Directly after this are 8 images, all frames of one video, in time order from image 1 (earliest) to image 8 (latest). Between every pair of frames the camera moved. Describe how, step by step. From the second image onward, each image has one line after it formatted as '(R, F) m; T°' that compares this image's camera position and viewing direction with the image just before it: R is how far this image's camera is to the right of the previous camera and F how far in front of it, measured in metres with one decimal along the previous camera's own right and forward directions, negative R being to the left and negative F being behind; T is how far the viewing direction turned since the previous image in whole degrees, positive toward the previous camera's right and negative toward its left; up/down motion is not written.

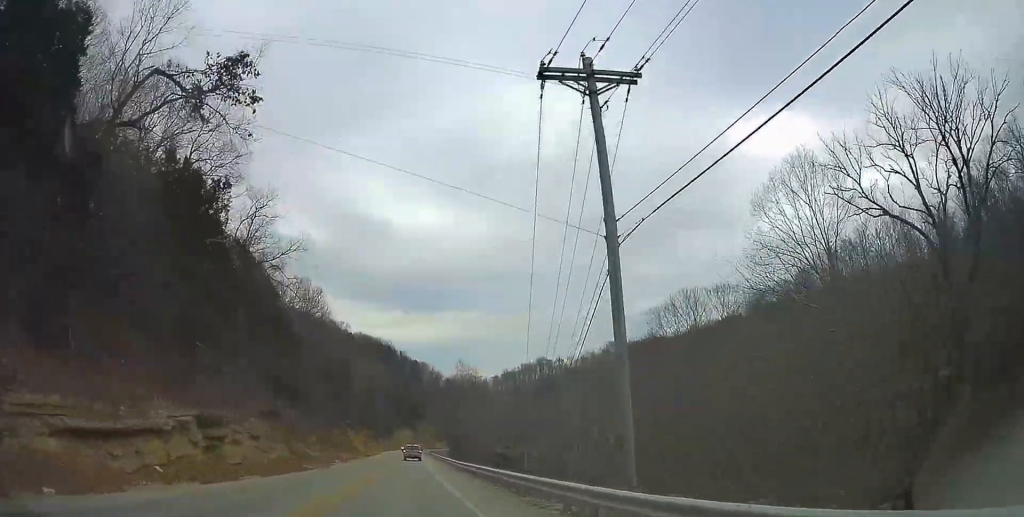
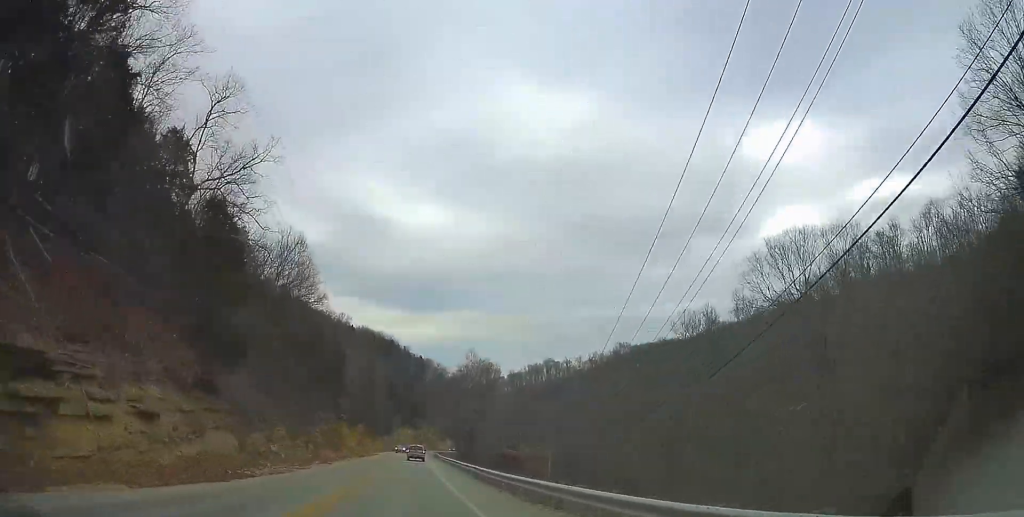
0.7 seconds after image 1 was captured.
(-0.1, +16.0) m; 0°
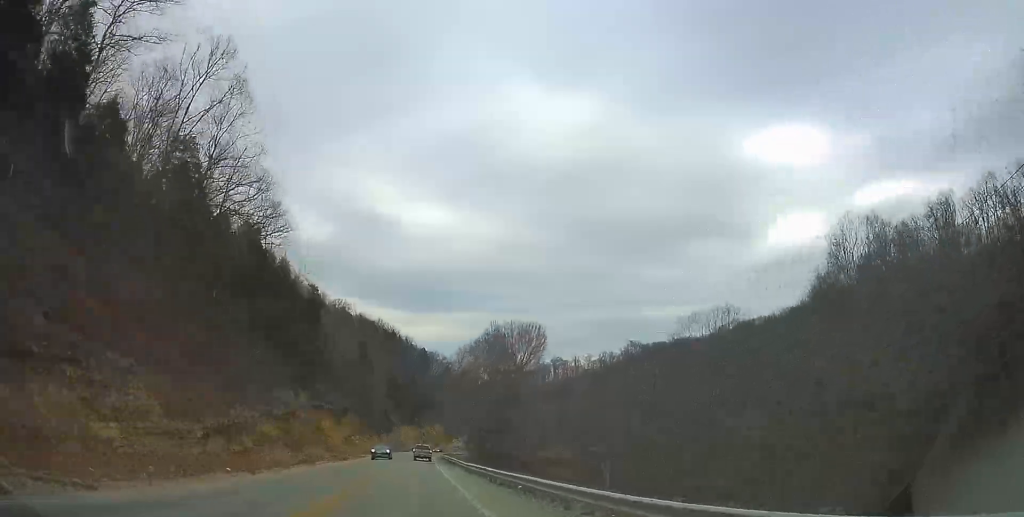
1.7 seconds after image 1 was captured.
(0.0, +26.1) m; +1°
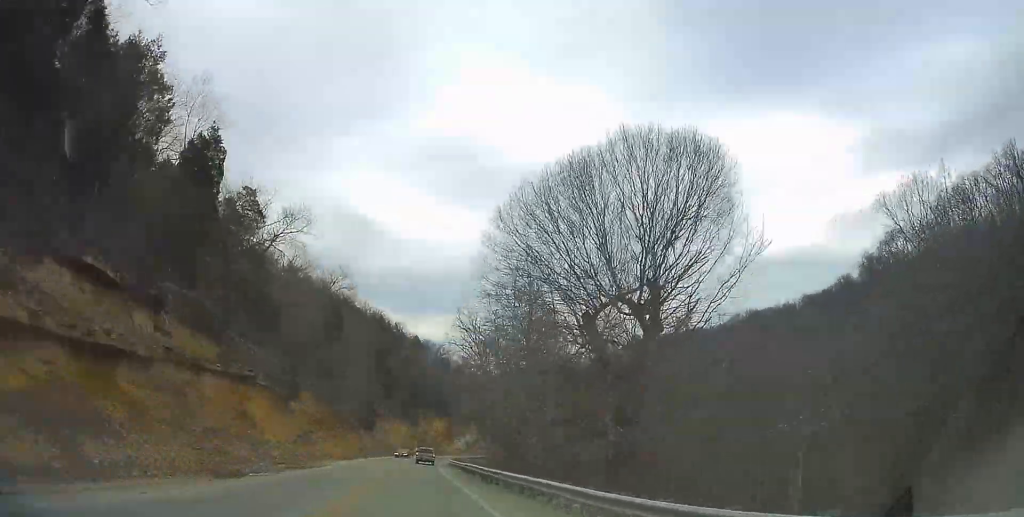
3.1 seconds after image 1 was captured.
(+0.7, +33.5) m; +1°
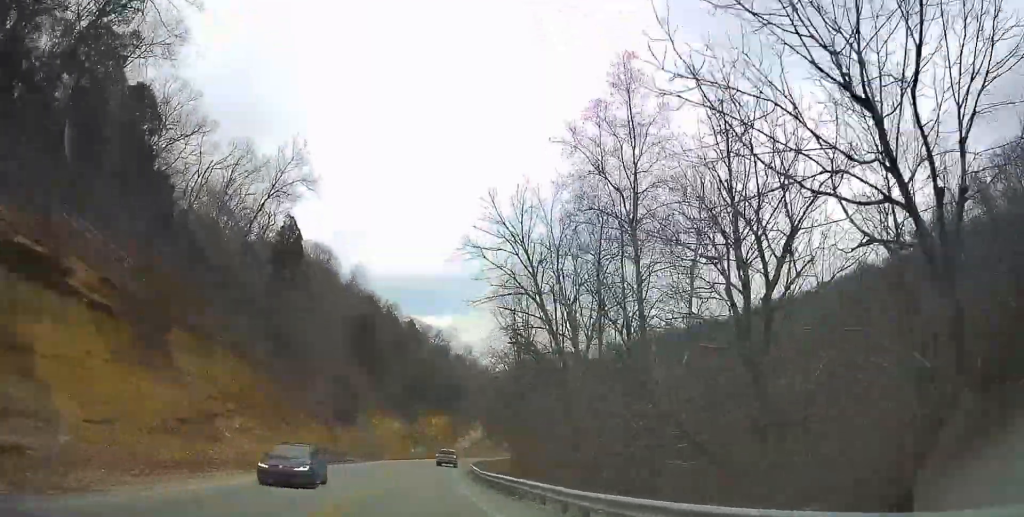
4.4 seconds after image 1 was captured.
(-0.3, +30.7) m; -1°
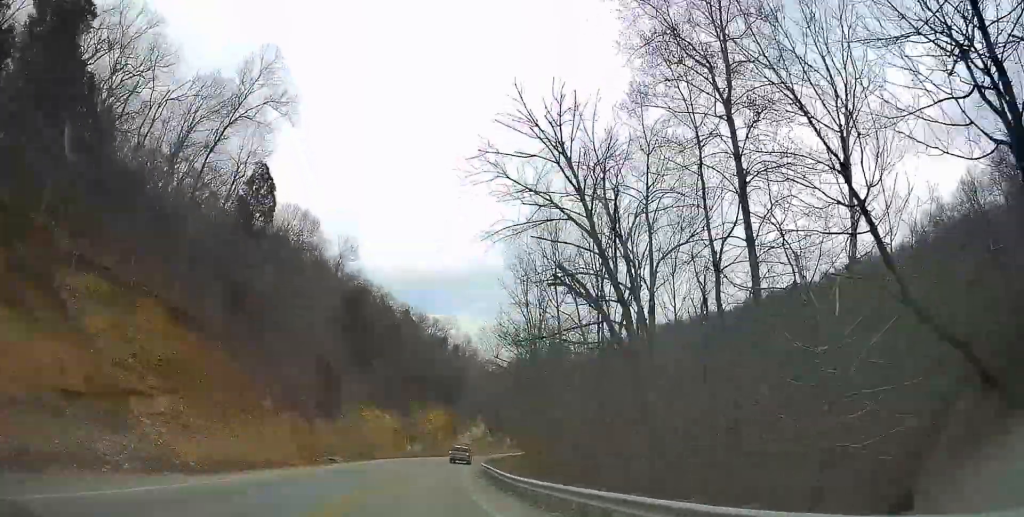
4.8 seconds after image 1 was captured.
(-0.2, +11.2) m; 0°
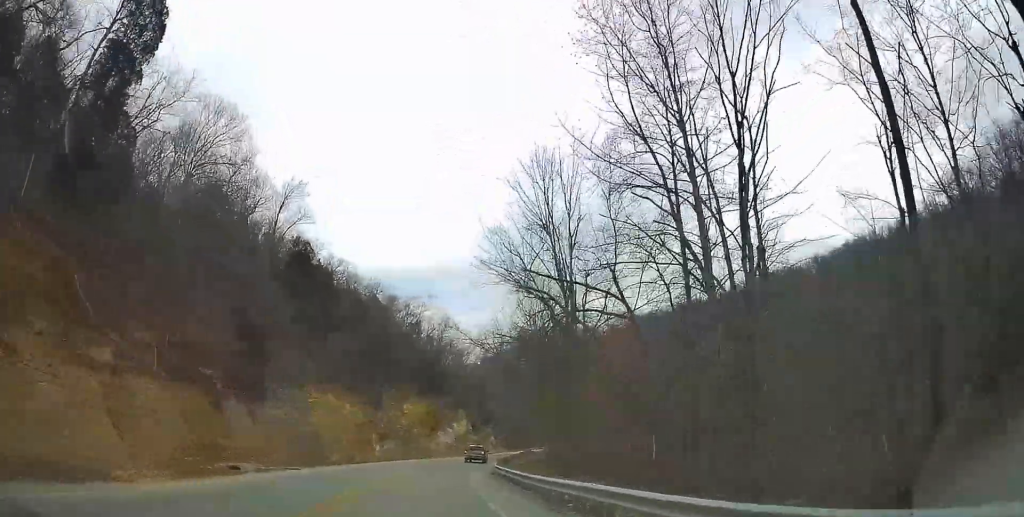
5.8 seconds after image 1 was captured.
(+0.5, +21.9) m; +2°
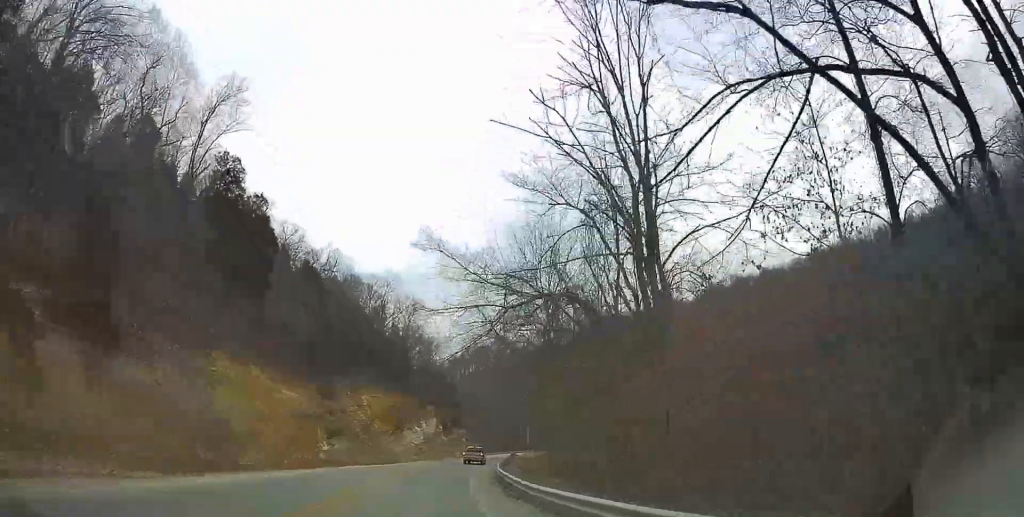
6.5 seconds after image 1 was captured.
(+0.4, +17.8) m; +2°
